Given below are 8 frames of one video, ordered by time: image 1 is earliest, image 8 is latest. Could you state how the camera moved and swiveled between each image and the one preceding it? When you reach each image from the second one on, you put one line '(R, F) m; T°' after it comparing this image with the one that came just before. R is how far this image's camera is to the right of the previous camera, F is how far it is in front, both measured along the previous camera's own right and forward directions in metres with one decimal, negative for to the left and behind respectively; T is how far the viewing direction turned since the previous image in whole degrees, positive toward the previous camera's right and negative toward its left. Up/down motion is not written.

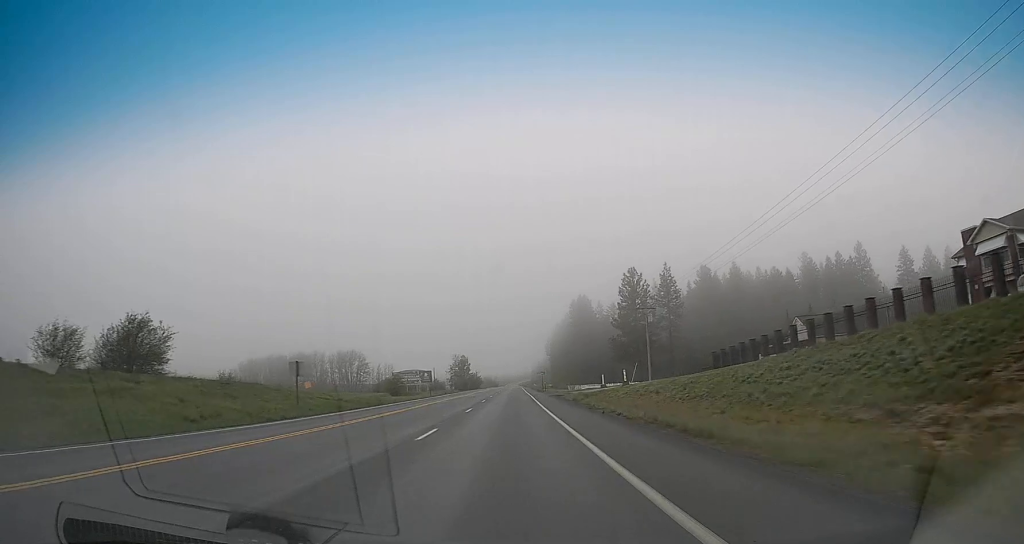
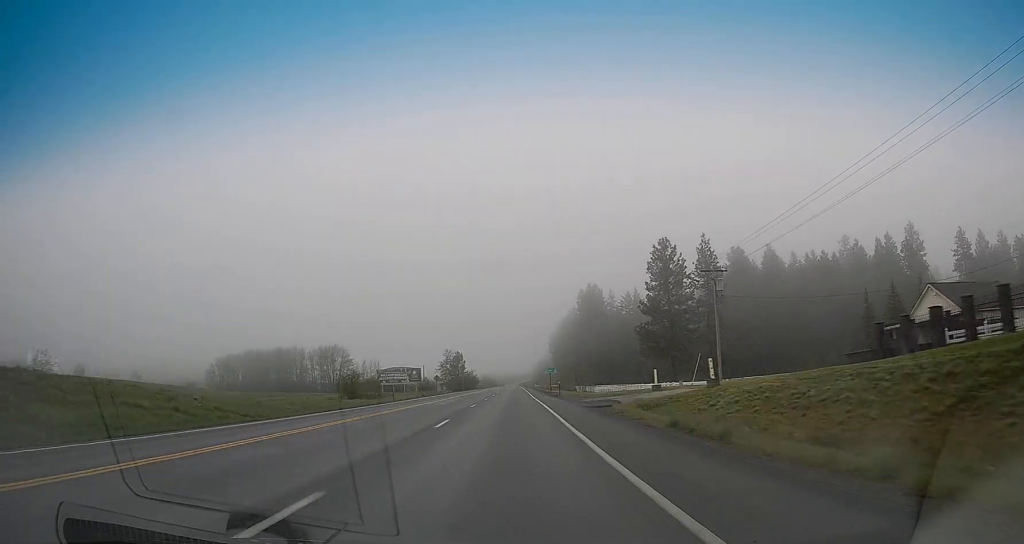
(-0.2, +27.0) m; -1°
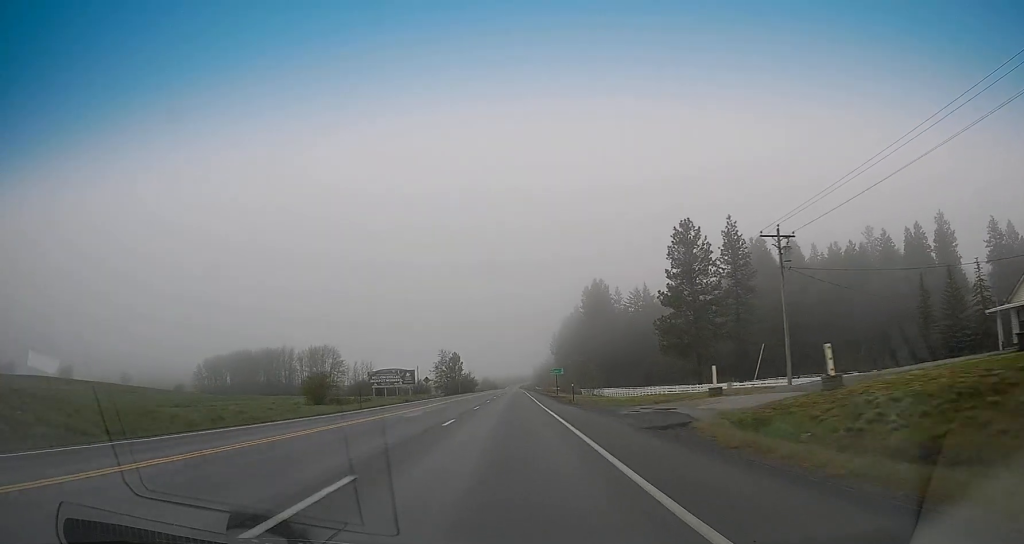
(-0.3, +13.5) m; 0°
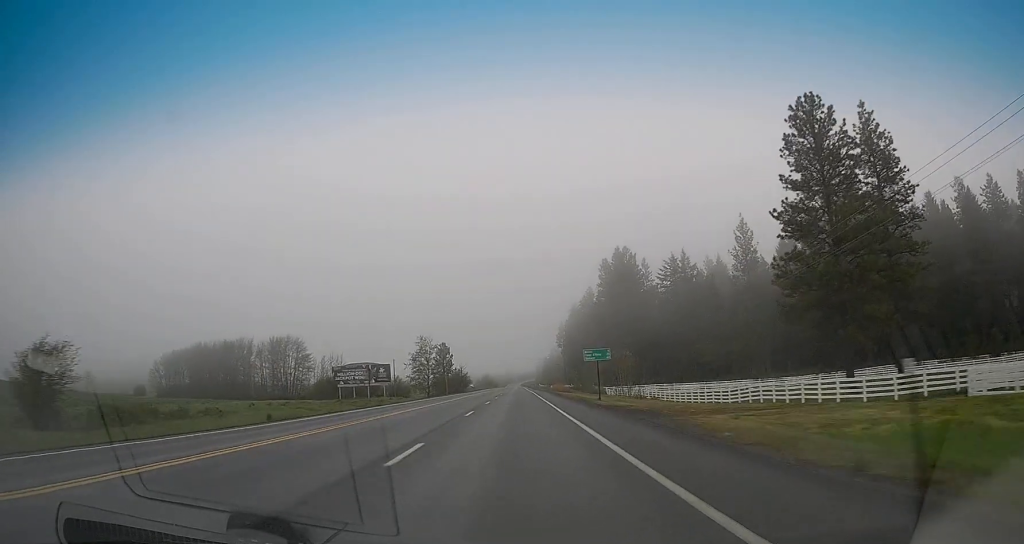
(+0.1, +40.4) m; -1°
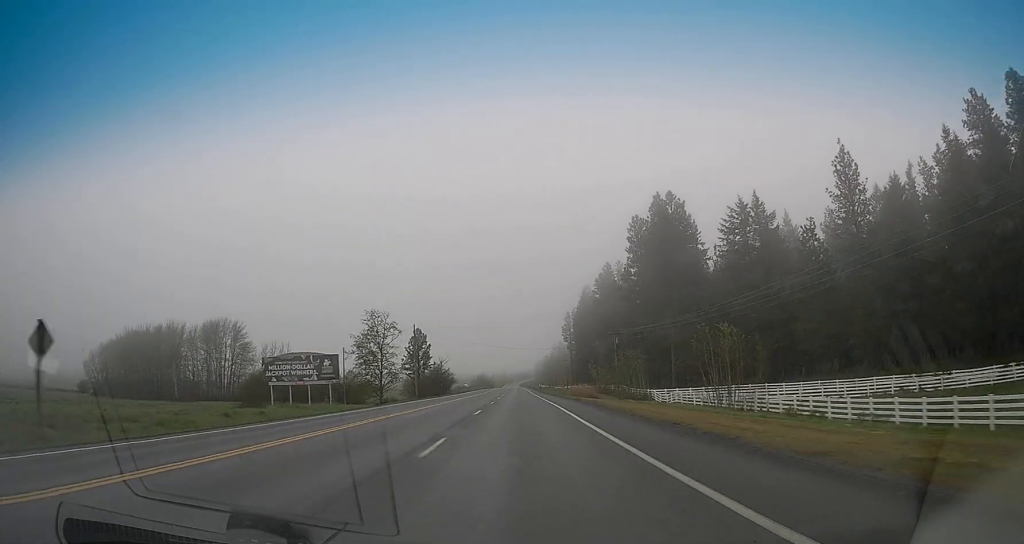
(+0.4, +44.0) m; +2°
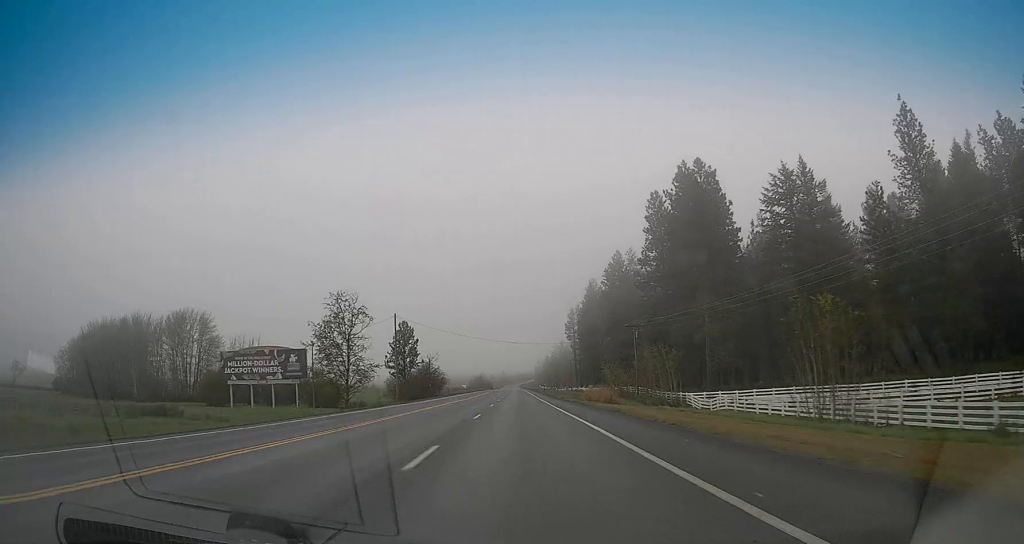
(0.0, +17.1) m; -1°
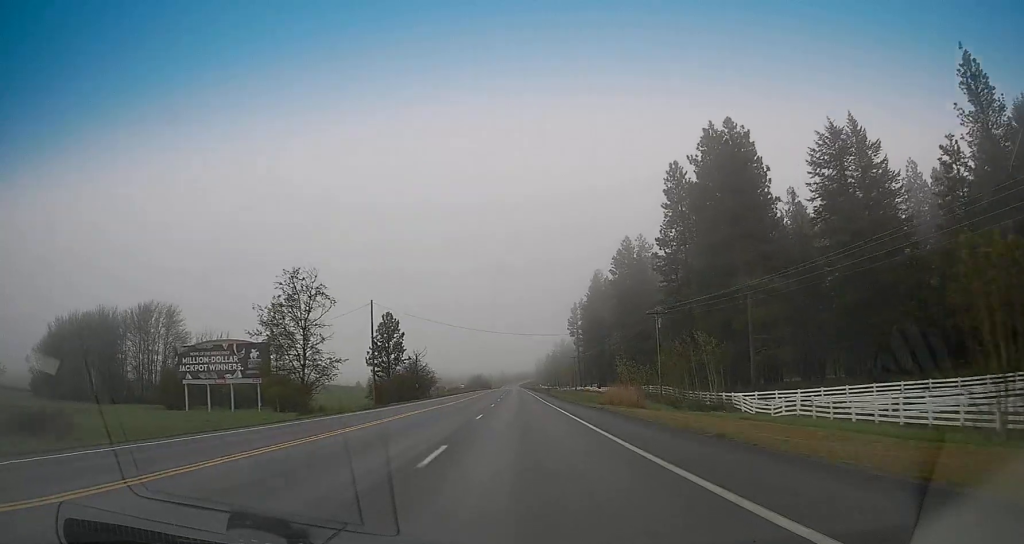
(0.0, +14.4) m; 0°
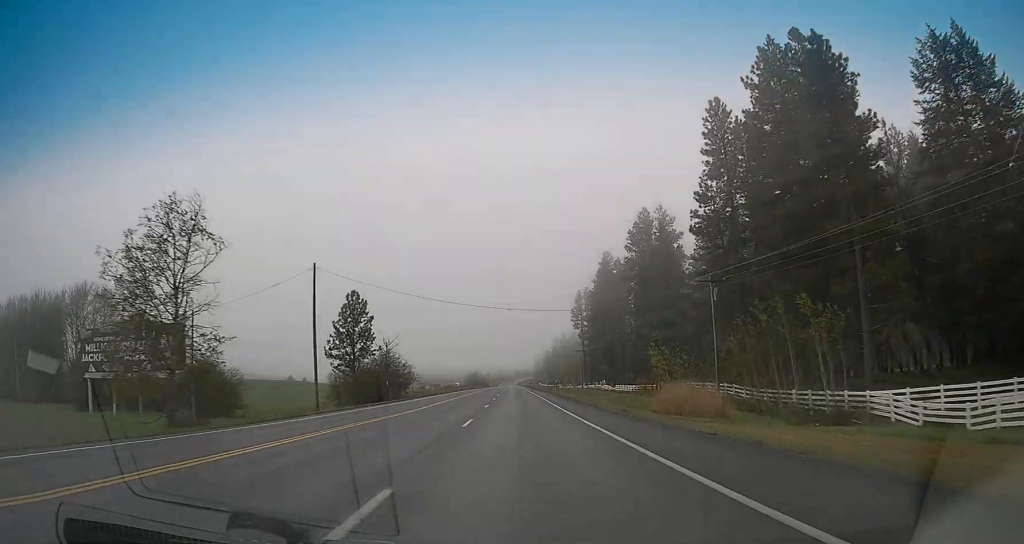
(-0.5, +21.5) m; 0°
